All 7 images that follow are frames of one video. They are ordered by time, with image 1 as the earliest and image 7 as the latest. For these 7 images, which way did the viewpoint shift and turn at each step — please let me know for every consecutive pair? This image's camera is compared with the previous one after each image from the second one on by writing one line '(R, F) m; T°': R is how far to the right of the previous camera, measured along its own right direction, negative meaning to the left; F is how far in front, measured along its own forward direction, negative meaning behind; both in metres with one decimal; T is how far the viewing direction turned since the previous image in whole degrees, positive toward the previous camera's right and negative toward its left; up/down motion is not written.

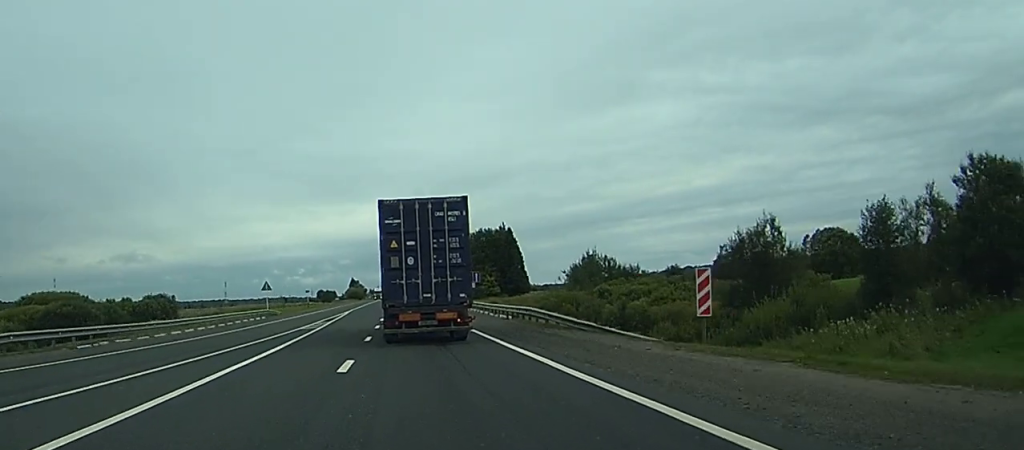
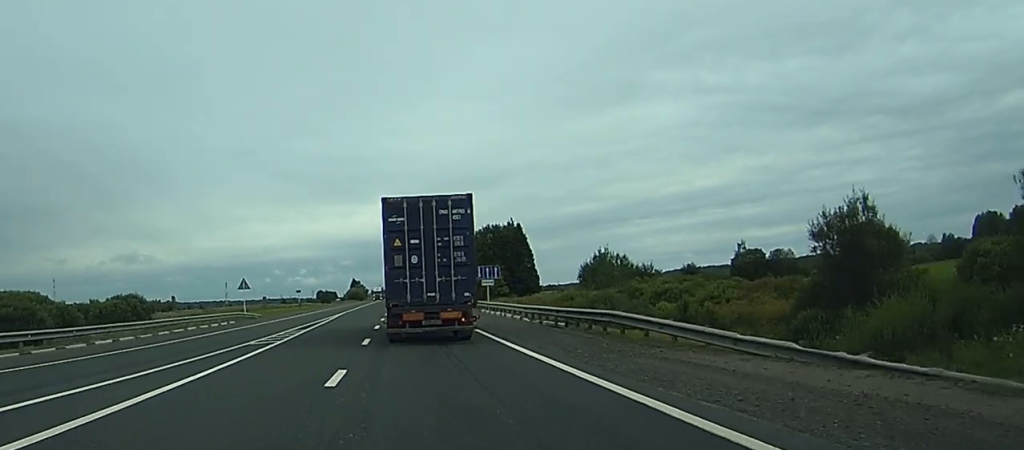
(0.0, +14.5) m; 0°
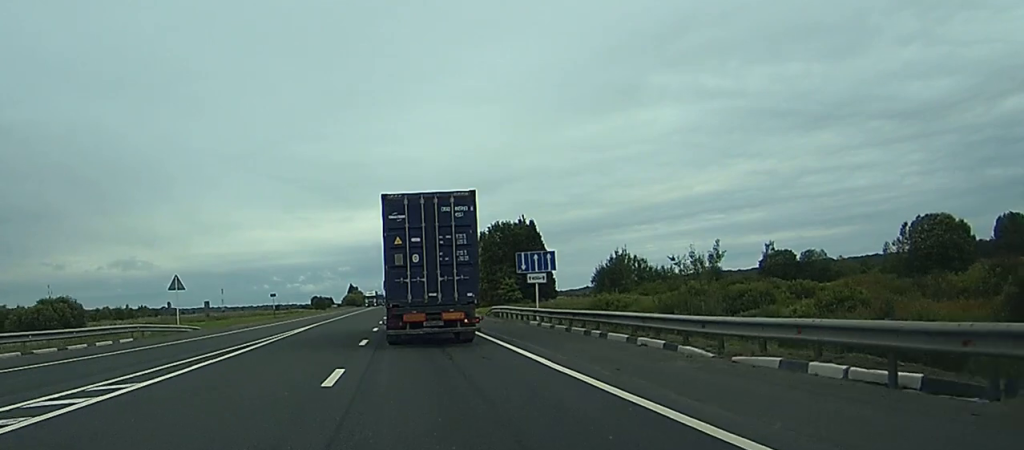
(+0.1, +23.6) m; +1°
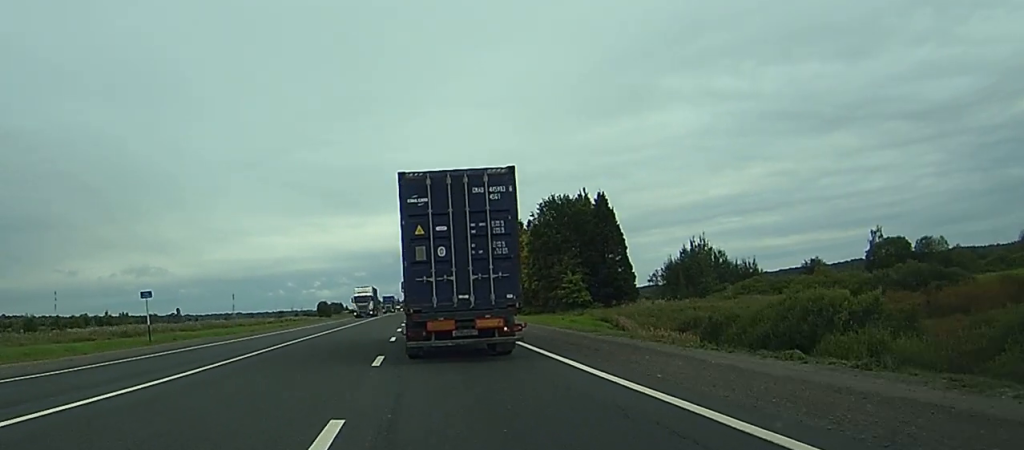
(+0.2, +54.1) m; 0°
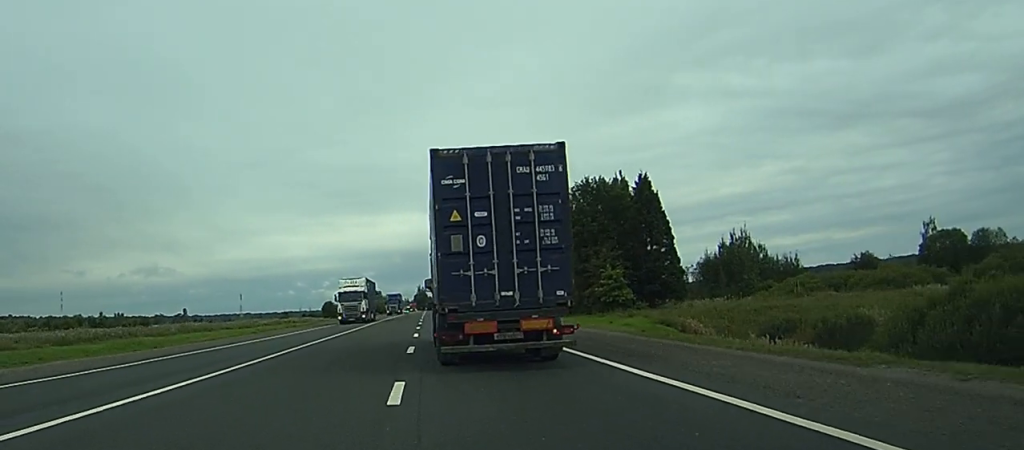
(-0.1, +19.0) m; 0°
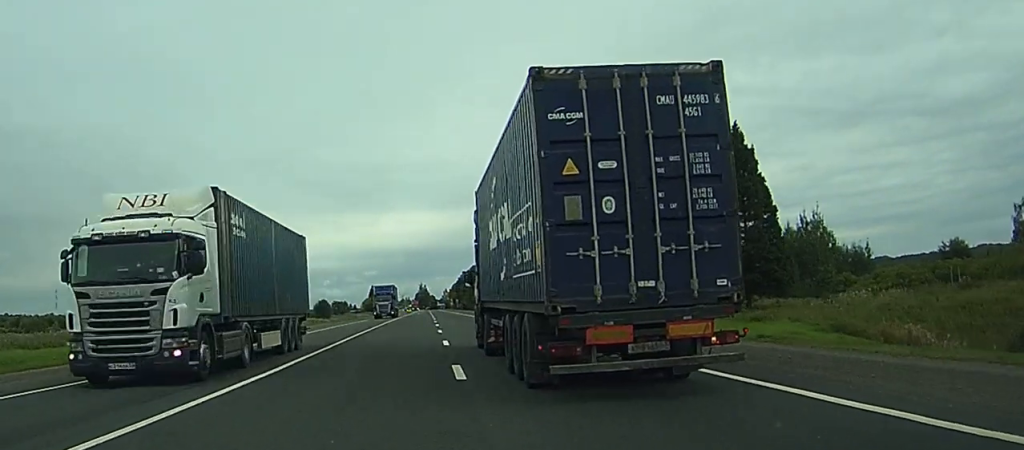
(-0.2, +31.9) m; -2°
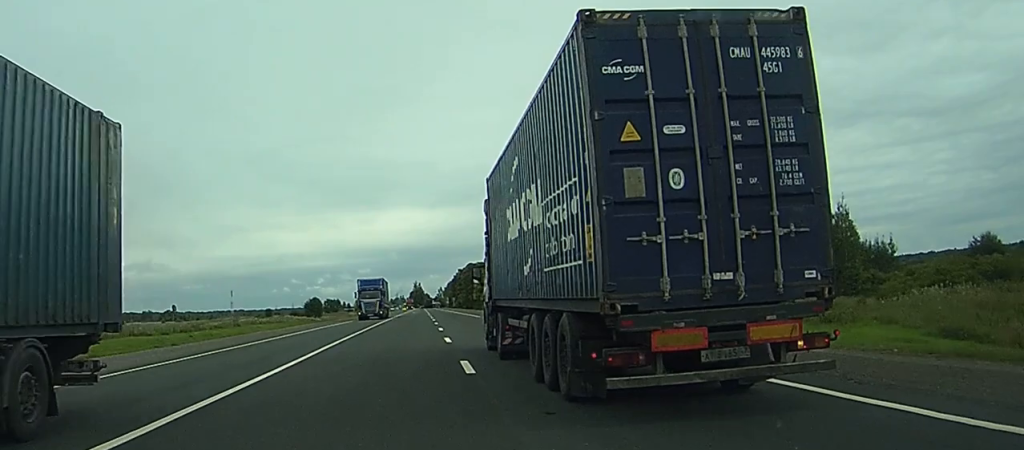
(-0.3, +10.9) m; 0°
